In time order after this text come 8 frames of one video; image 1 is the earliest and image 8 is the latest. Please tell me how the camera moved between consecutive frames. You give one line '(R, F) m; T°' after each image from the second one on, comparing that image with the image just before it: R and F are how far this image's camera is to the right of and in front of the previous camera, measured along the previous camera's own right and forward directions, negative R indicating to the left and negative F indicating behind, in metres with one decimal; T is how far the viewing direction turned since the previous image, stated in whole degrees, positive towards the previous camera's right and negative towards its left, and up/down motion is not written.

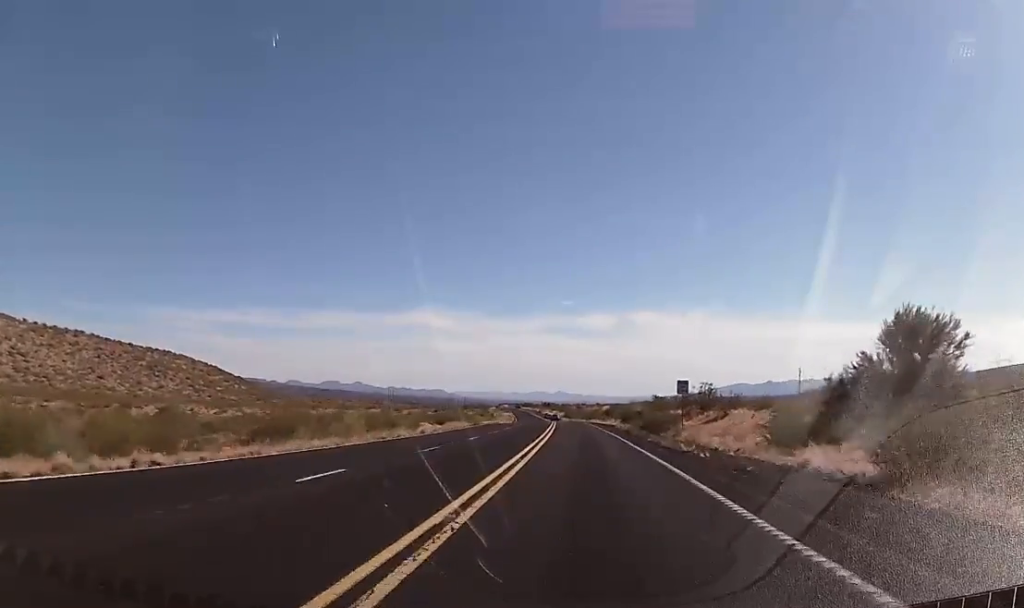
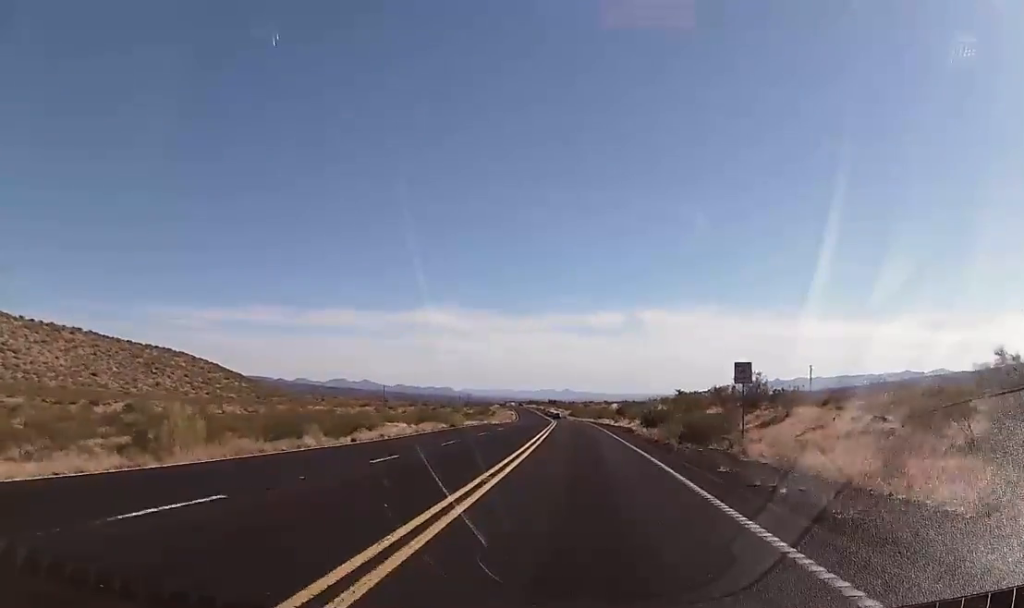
(0.0, +17.9) m; -1°
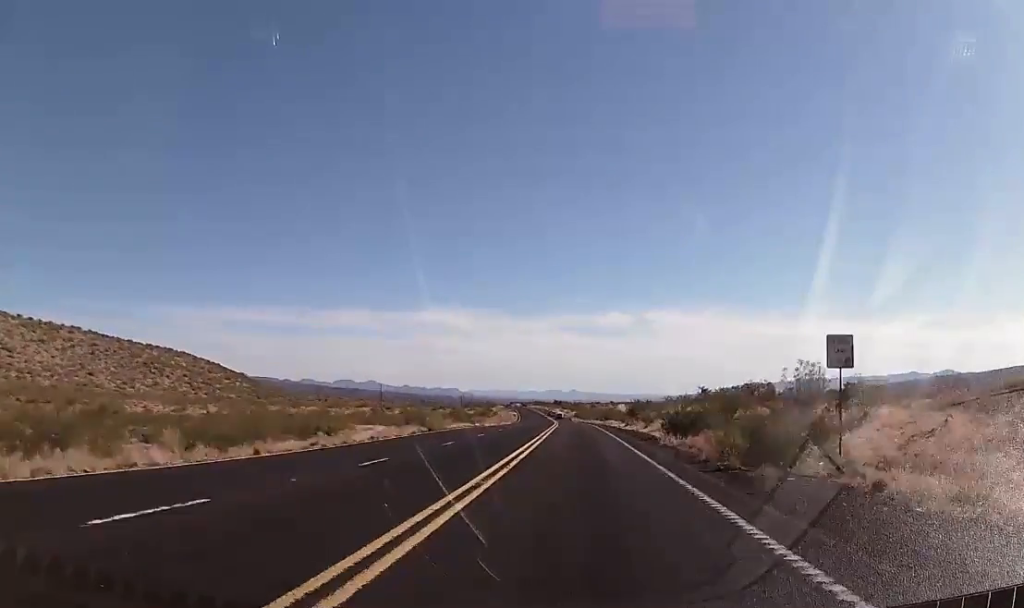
(+0.1, +12.2) m; 0°
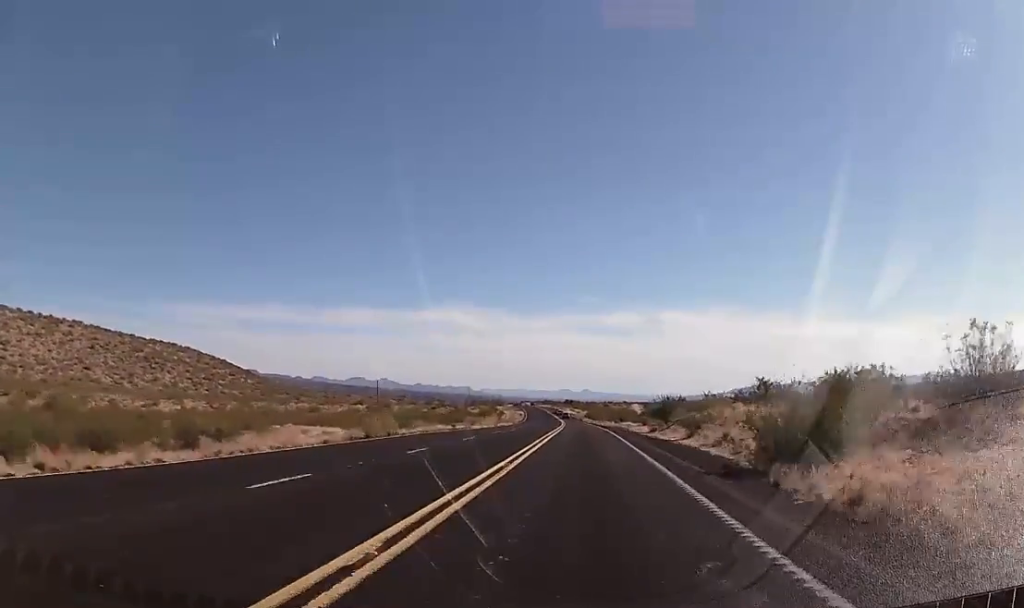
(-0.3, +18.9) m; -1°
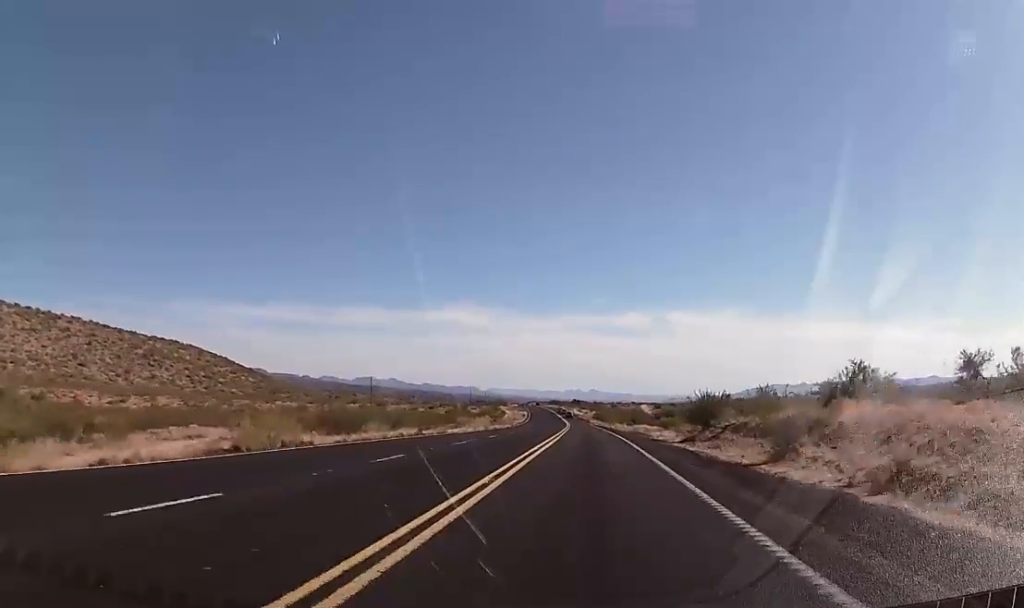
(-0.1, +16.1) m; 0°
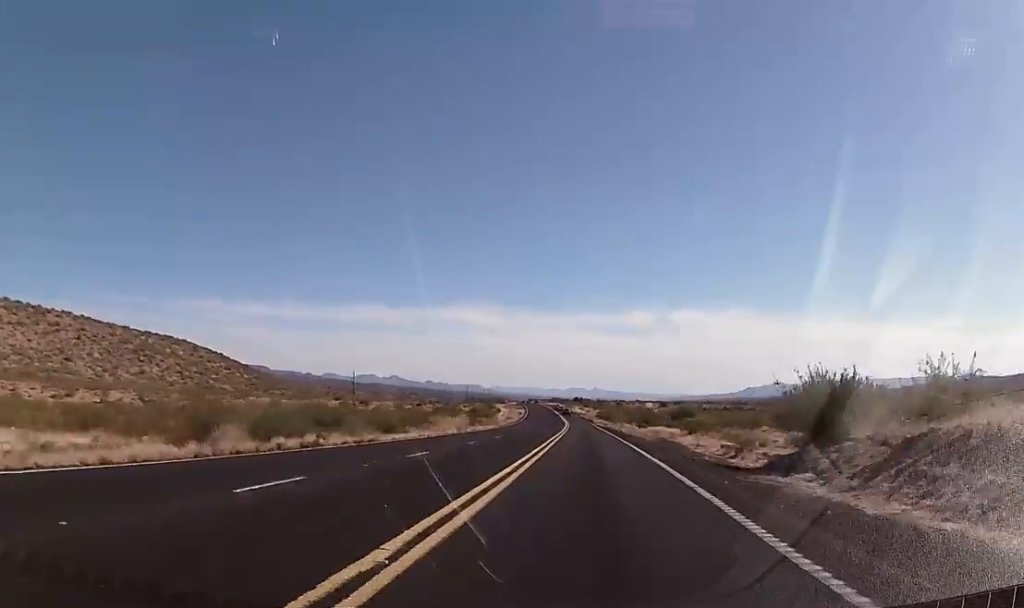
(0.0, +20.1) m; 0°
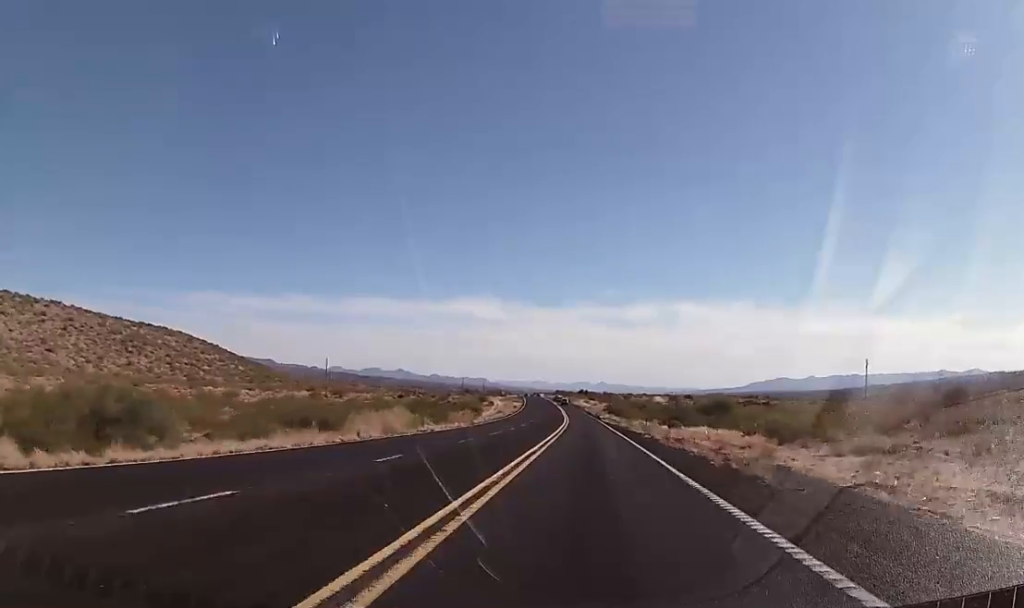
(+0.1, +27.2) m; -1°
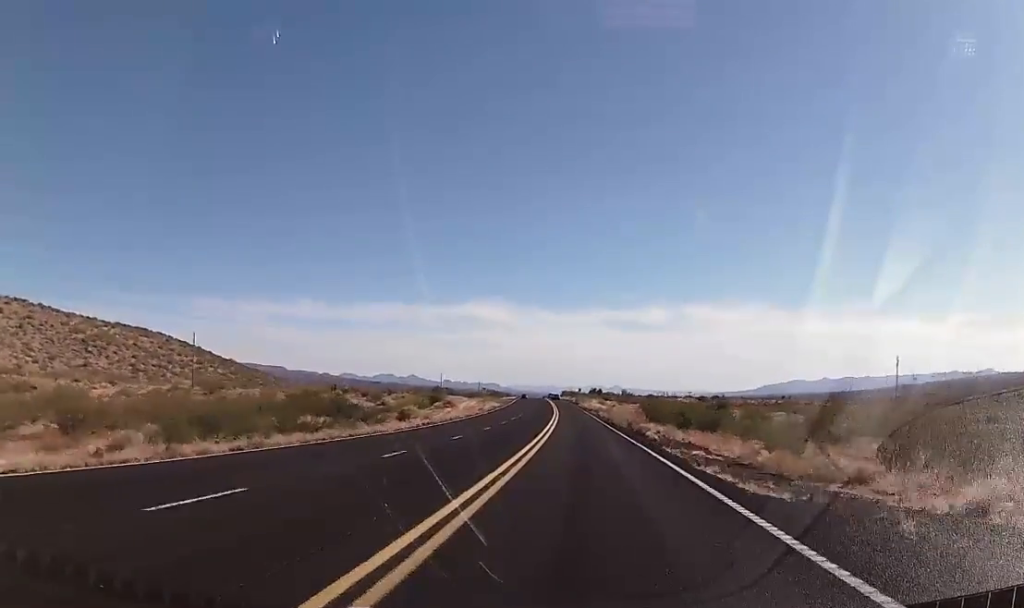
(-2.1, +70.4) m; -2°
